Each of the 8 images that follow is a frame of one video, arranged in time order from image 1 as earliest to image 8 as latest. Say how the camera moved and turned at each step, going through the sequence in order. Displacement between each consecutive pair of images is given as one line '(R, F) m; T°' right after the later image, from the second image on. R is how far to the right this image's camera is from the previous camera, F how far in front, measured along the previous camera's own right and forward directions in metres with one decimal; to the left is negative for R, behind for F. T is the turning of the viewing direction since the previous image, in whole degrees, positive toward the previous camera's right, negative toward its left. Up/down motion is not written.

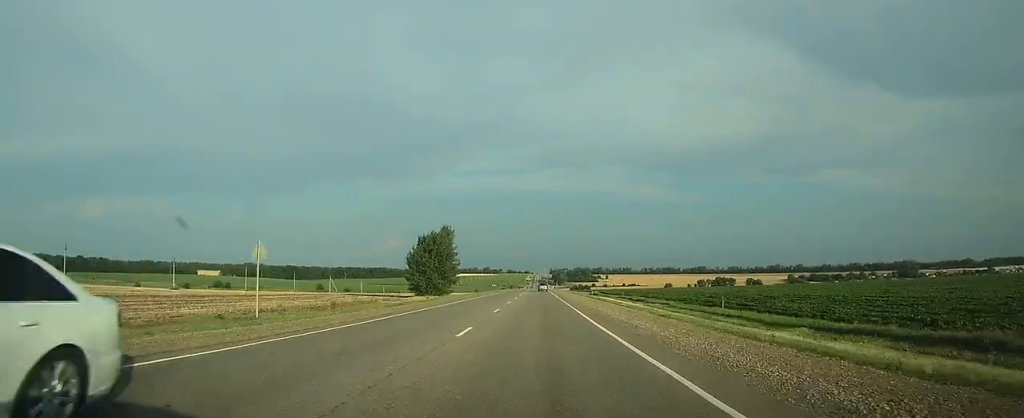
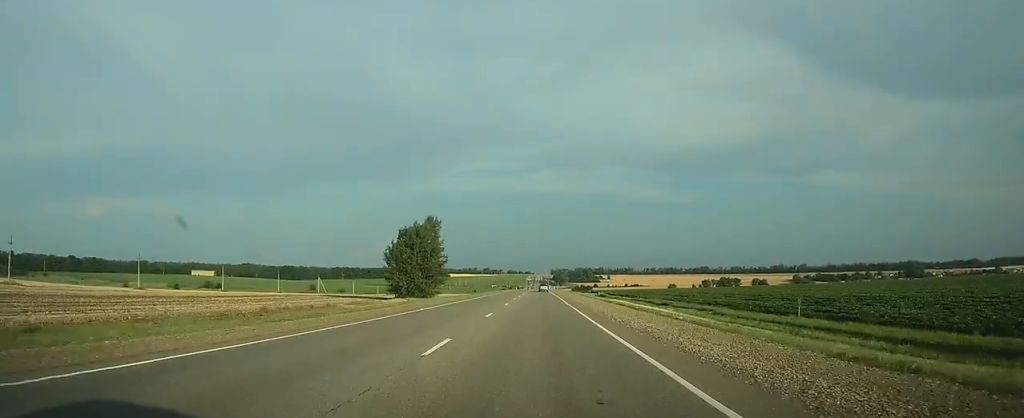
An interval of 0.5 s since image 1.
(0.0, +16.0) m; 0°
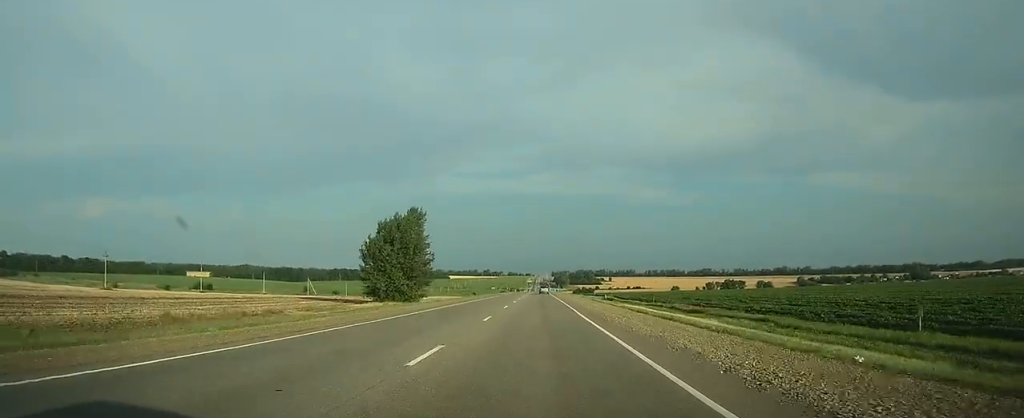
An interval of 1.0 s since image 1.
(0.0, +13.0) m; 0°
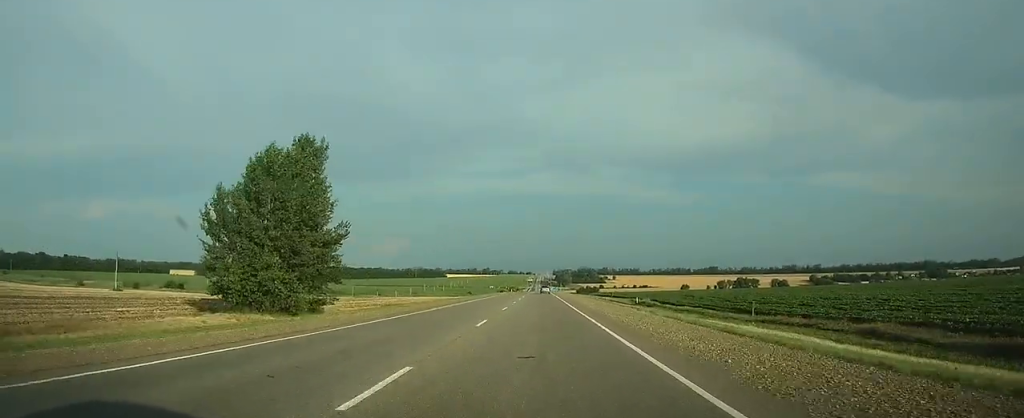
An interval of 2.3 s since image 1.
(0.0, +39.1) m; 0°
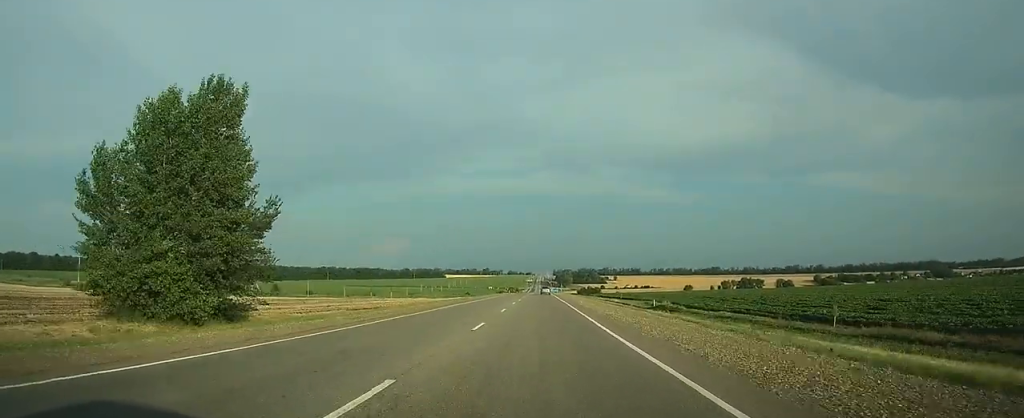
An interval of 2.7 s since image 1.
(0.0, +13.1) m; 0°
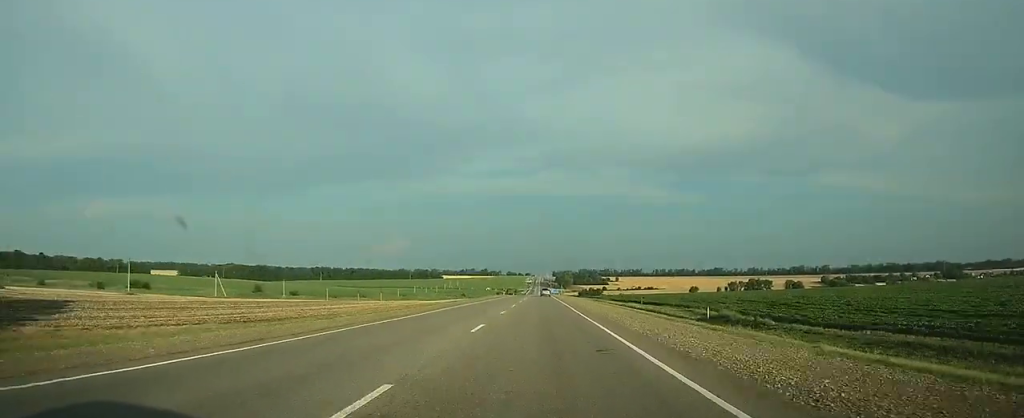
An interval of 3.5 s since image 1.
(0.0, +24.1) m; 0°
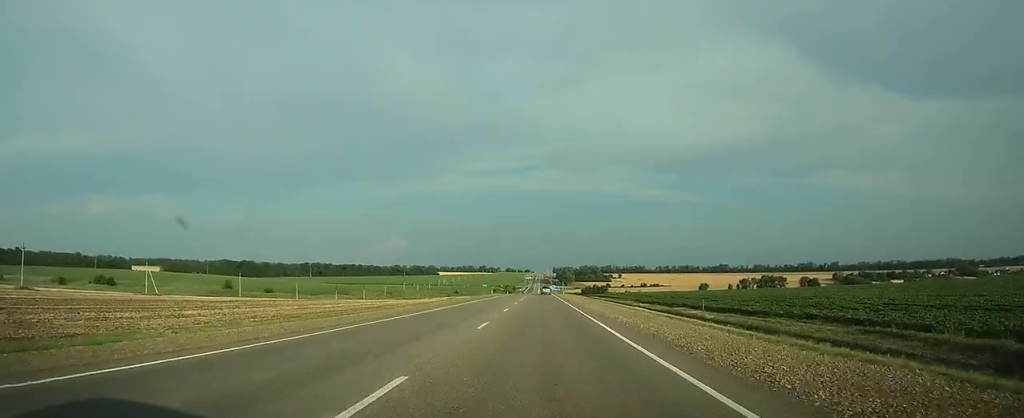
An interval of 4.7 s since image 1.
(0.0, +35.1) m; 0°
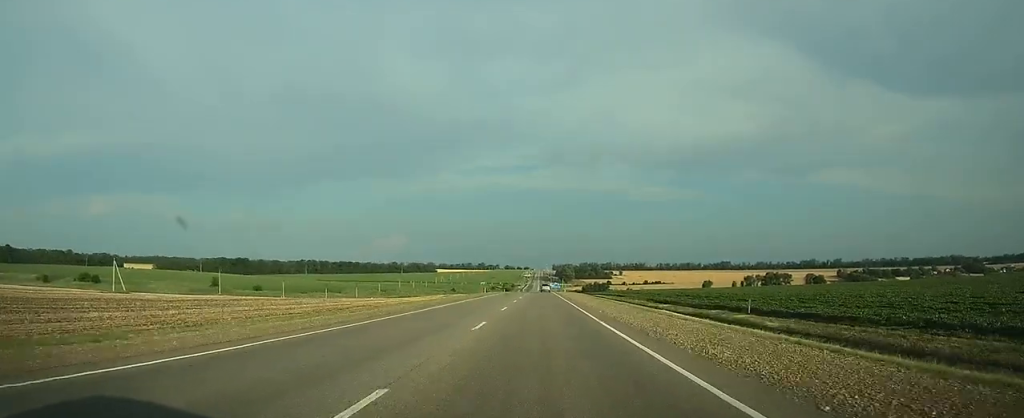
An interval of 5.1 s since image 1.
(0.0, +13.0) m; 0°
